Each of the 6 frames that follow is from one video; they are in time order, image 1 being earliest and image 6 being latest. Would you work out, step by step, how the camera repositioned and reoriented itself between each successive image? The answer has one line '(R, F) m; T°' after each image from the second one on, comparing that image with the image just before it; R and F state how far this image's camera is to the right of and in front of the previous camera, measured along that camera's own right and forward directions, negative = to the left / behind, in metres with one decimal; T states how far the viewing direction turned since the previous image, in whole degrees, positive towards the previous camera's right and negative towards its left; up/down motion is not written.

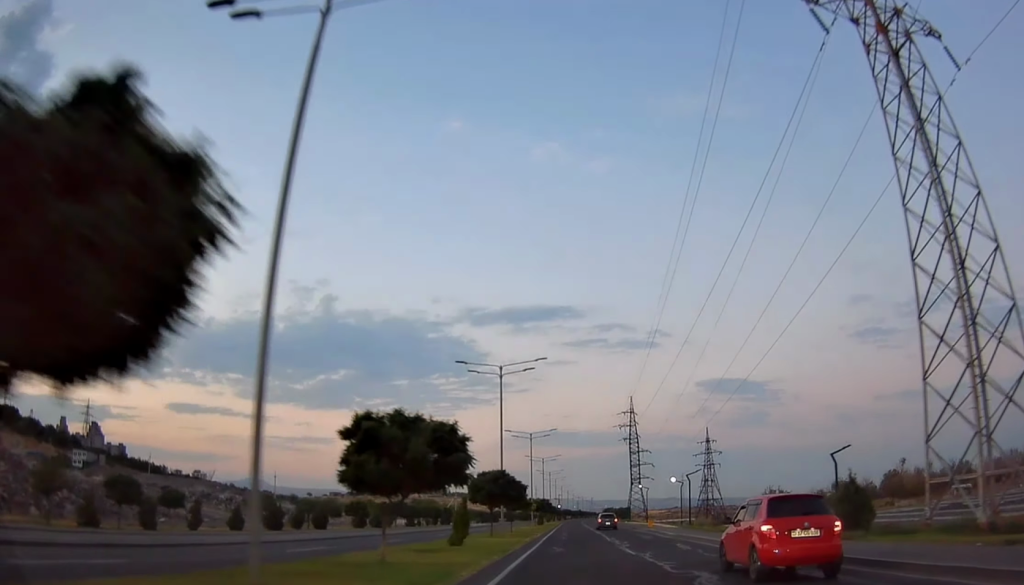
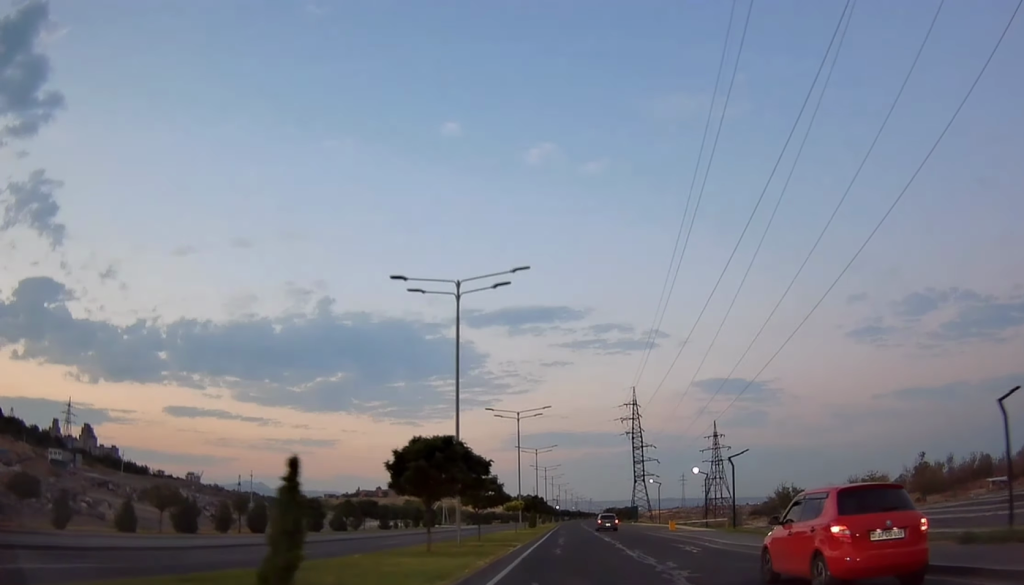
(-0.3, +14.5) m; -1°
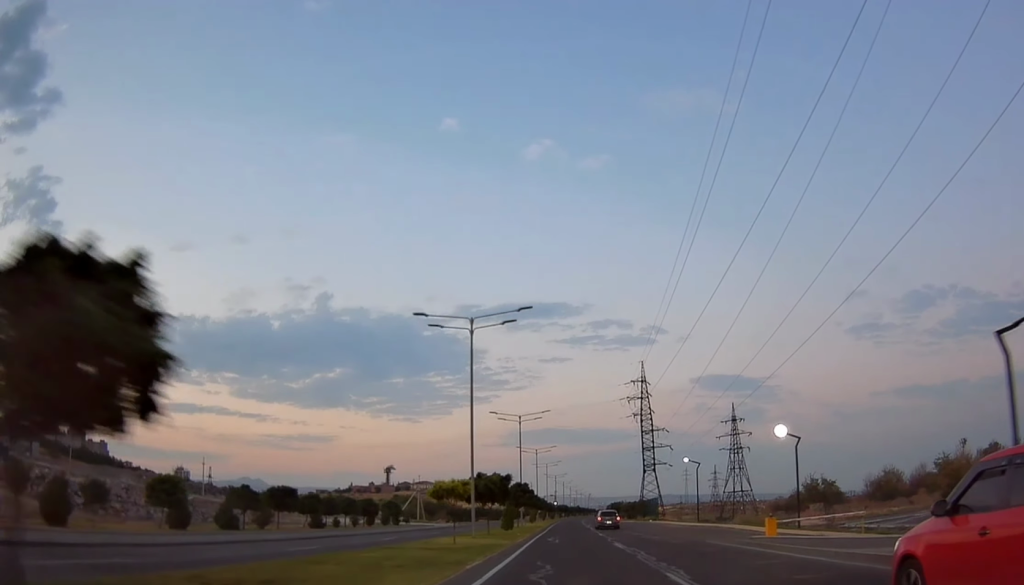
(-0.1, +25.4) m; 0°
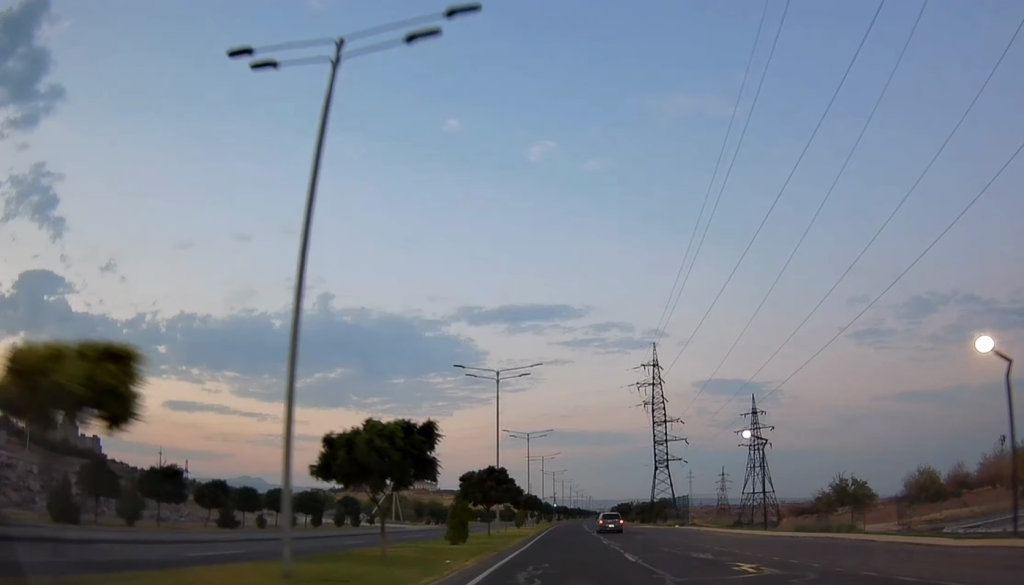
(0.0, +18.8) m; 0°
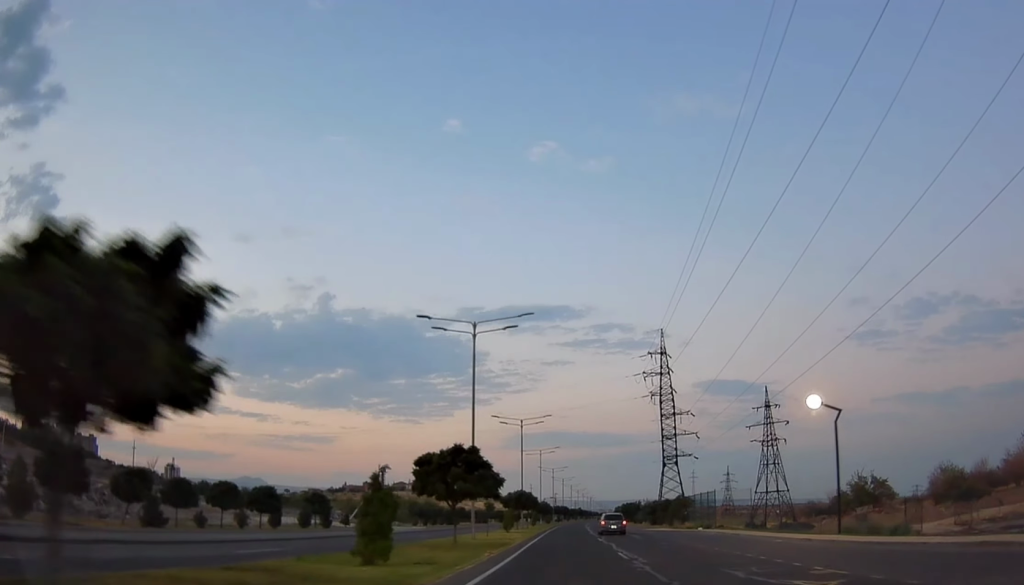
(+0.1, +10.3) m; 0°
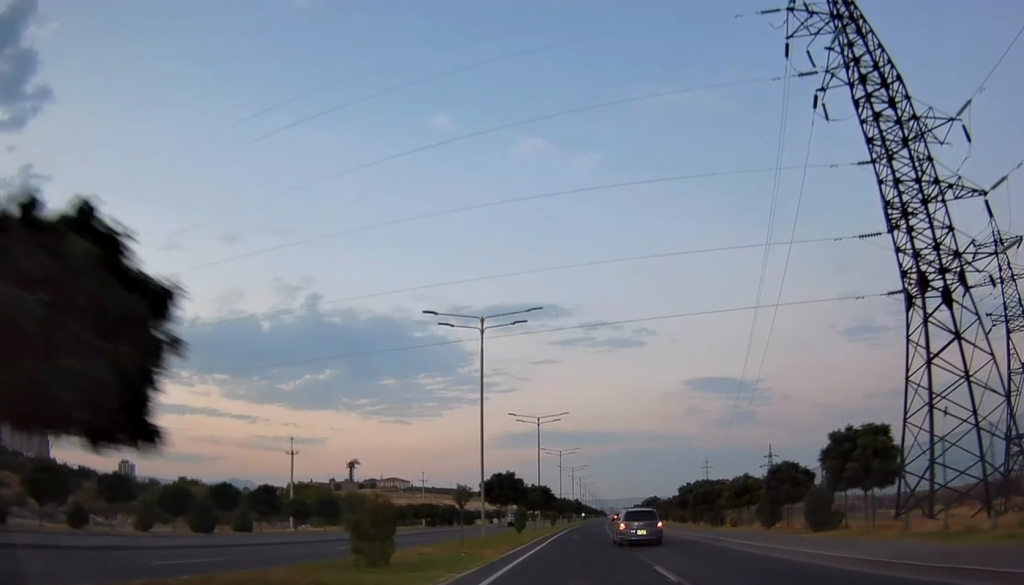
(+1.5, +90.4) m; 0°
